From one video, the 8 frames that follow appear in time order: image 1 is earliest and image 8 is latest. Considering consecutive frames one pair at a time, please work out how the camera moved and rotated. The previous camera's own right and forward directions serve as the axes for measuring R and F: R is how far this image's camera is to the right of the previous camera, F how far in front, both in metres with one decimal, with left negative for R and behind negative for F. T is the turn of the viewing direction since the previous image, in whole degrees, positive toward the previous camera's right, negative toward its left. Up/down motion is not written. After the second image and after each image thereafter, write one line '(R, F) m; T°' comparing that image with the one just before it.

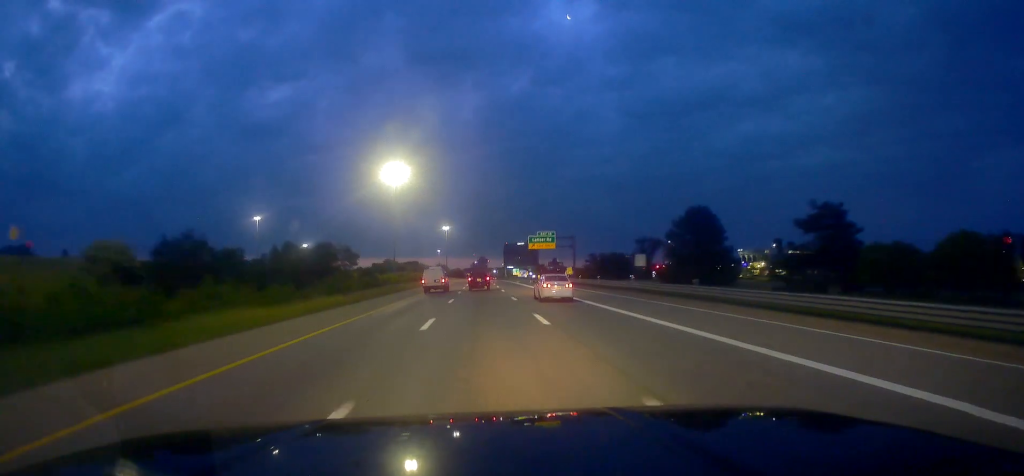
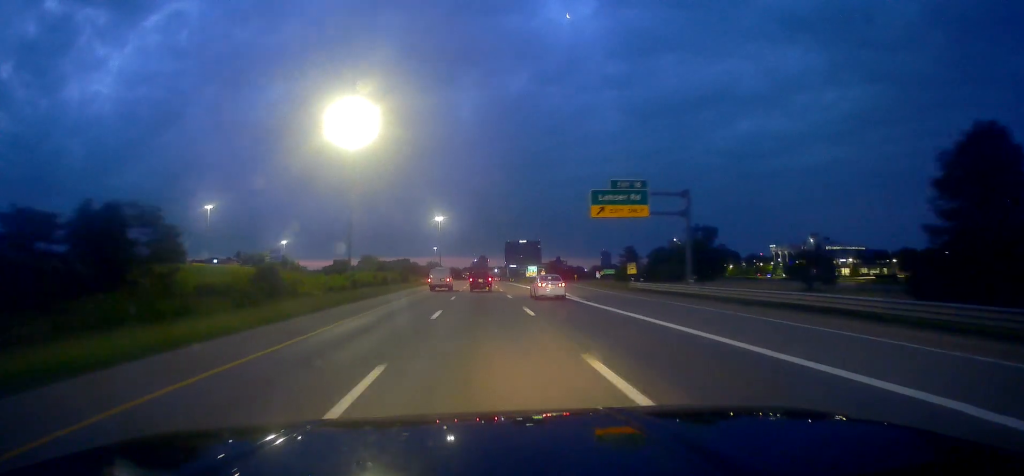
(+0.6, +57.3) m; 0°
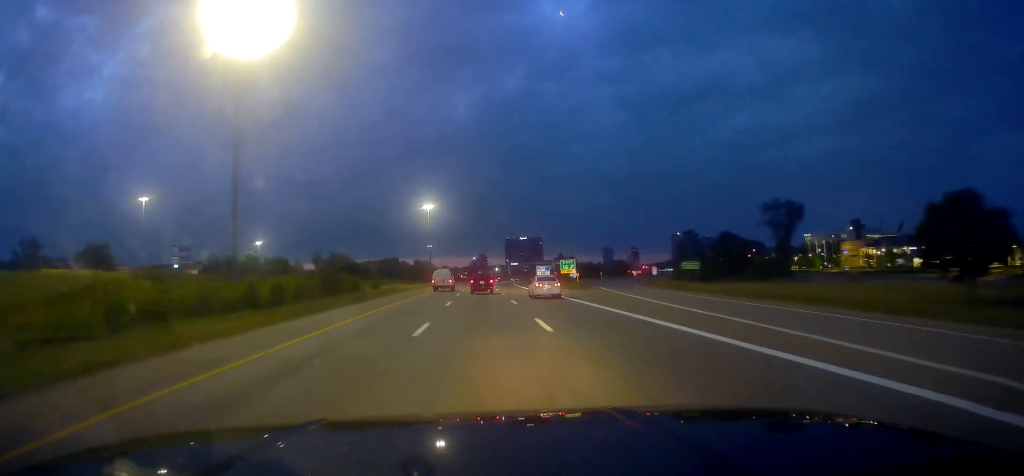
(-0.5, +51.2) m; 0°
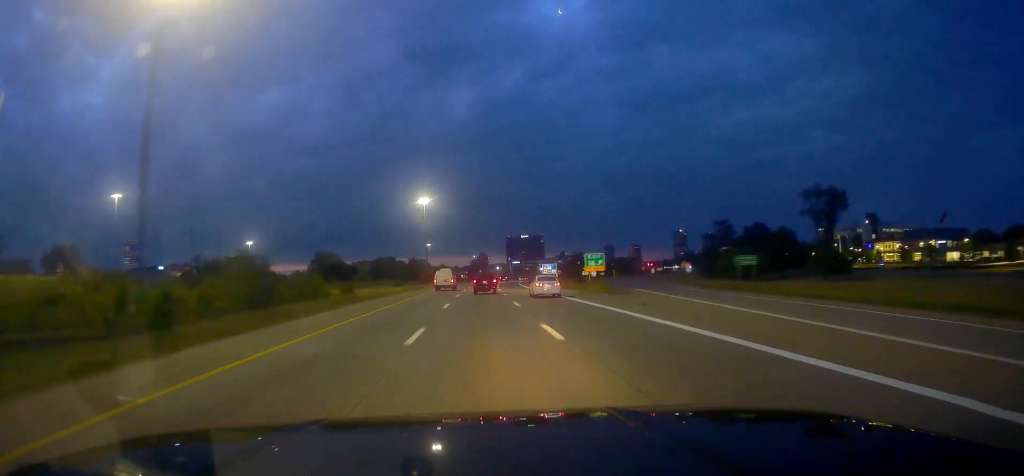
(+0.3, +17.1) m; 0°
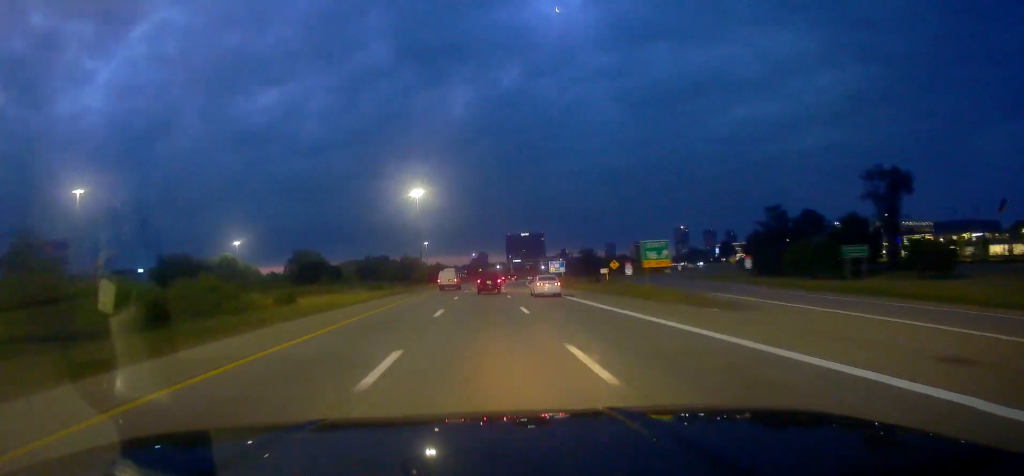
(+0.2, +20.3) m; 0°
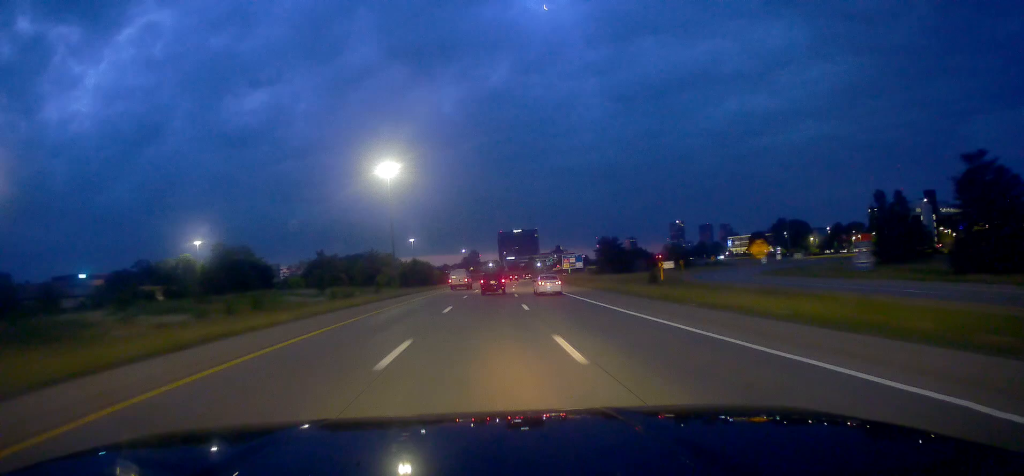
(-0.2, +42.6) m; 0°
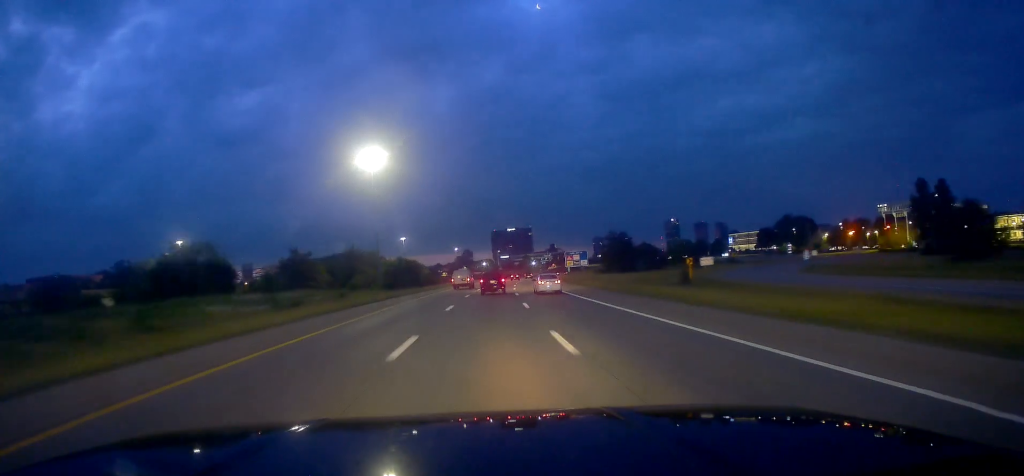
(+0.2, +13.9) m; 0°
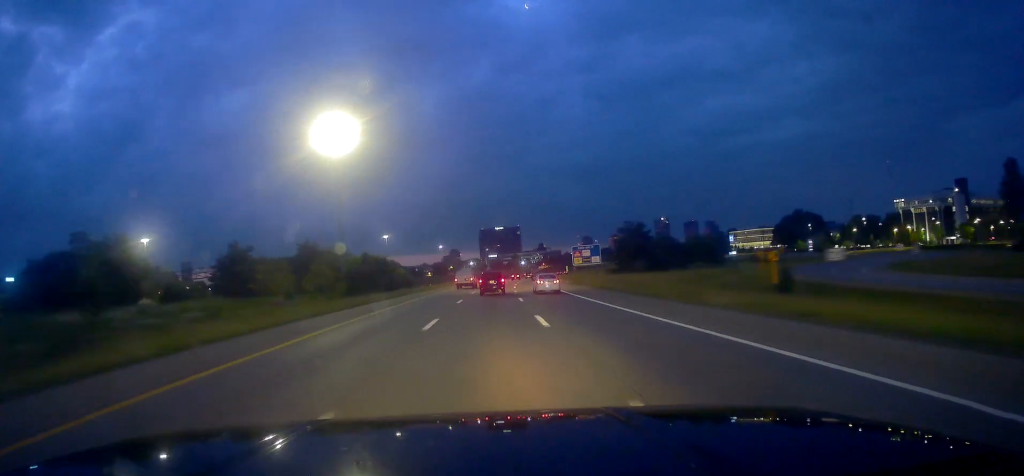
(-0.3, +23.9) m; +1°
